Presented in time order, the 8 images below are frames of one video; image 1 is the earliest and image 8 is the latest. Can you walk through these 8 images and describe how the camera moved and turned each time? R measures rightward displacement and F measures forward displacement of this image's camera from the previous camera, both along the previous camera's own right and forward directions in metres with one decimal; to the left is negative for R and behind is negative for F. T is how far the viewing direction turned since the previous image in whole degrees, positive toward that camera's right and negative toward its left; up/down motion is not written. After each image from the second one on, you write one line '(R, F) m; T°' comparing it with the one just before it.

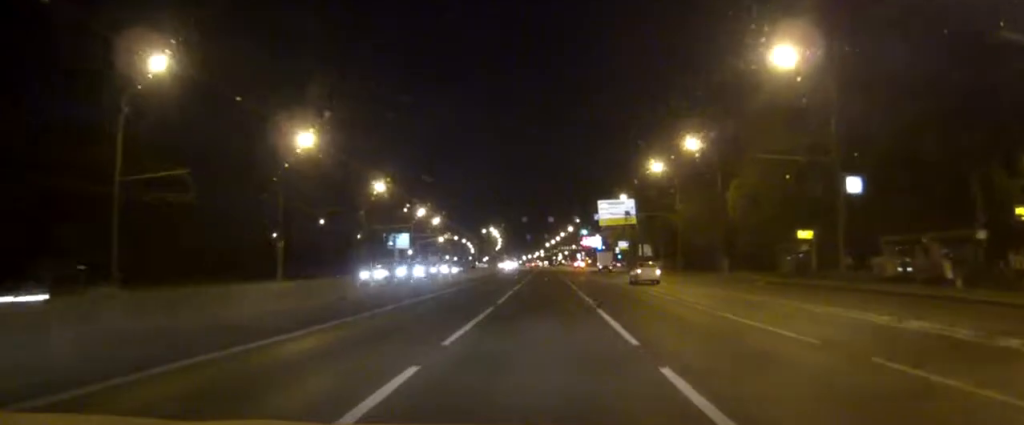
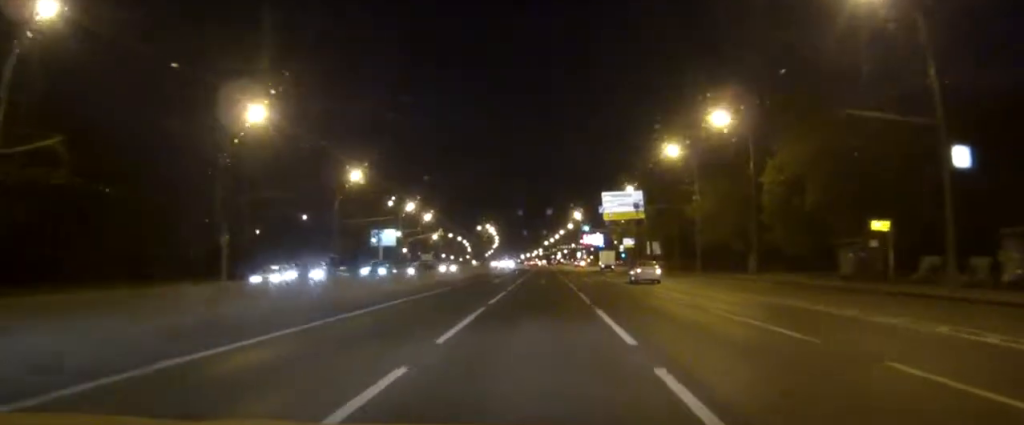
(0.0, +13.5) m; 0°
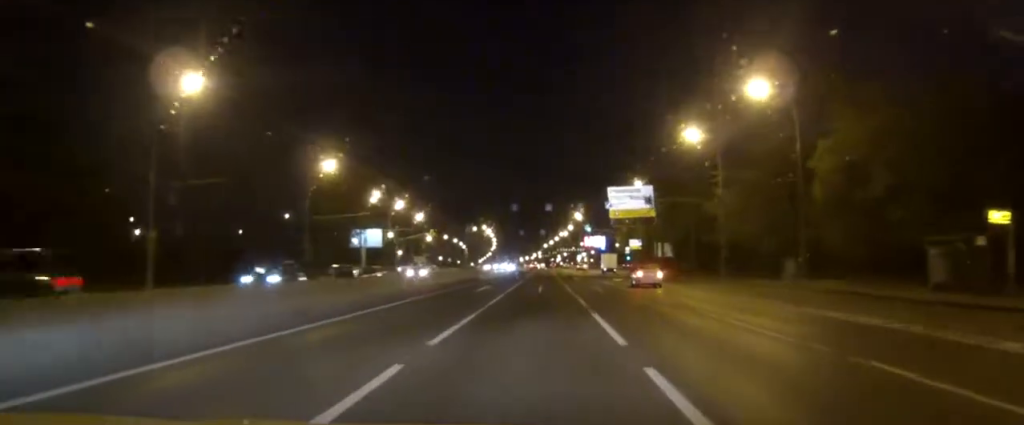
(0.0, +12.4) m; 0°
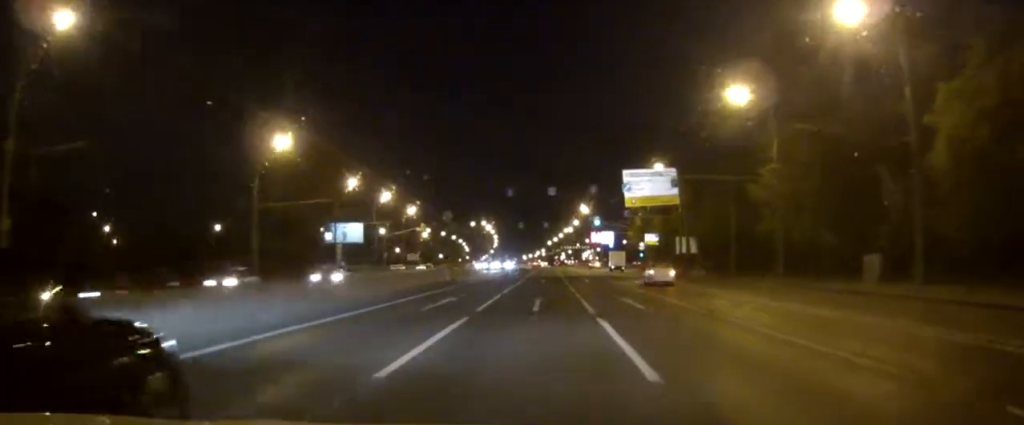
(0.0, +14.7) m; 0°
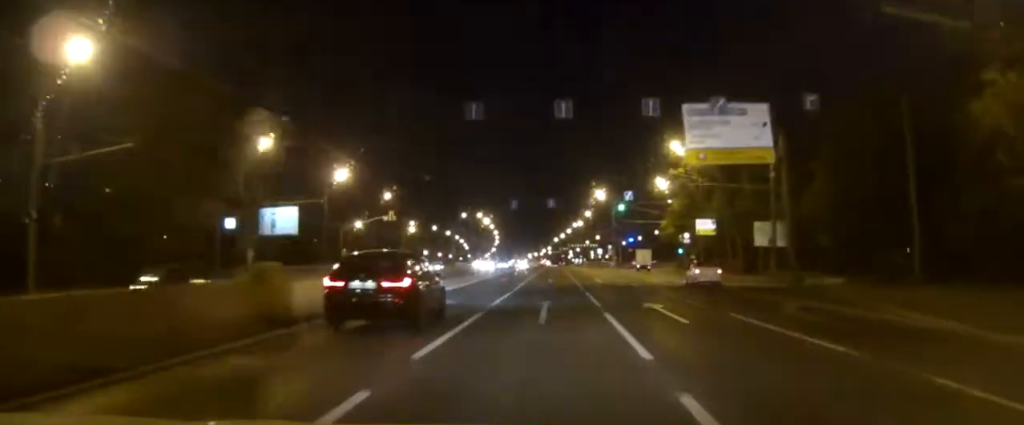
(-0.2, +32.1) m; 0°
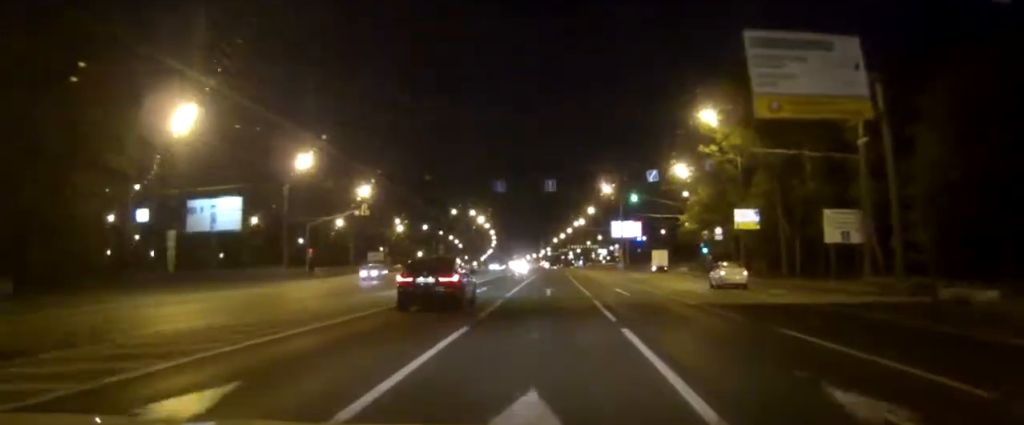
(0.0, +15.8) m; 0°
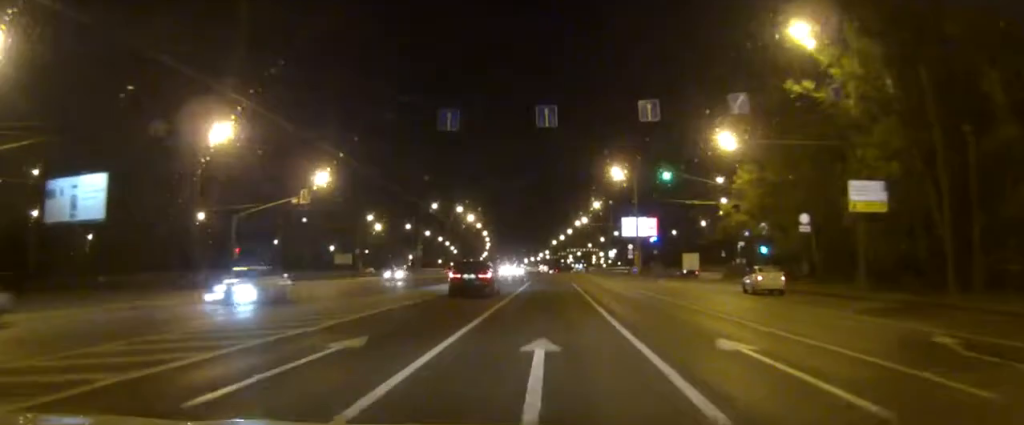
(0.0, +23.5) m; 0°
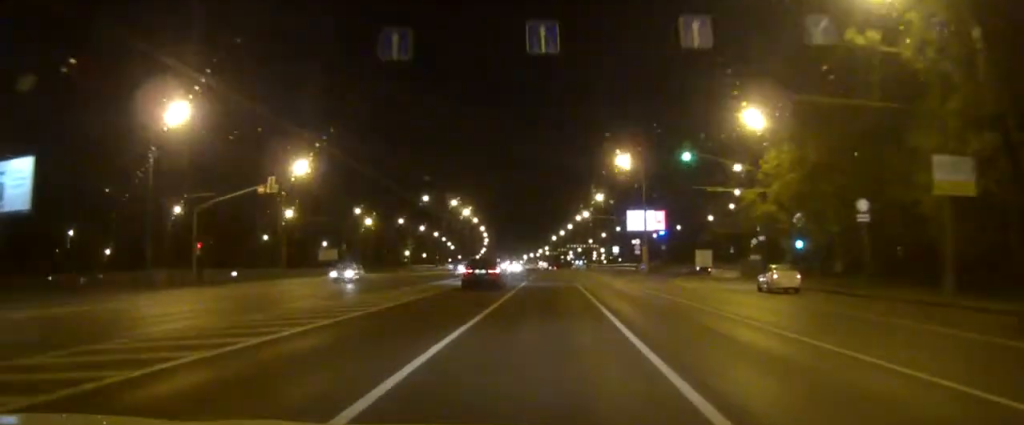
(0.0, +8.7) m; 0°
